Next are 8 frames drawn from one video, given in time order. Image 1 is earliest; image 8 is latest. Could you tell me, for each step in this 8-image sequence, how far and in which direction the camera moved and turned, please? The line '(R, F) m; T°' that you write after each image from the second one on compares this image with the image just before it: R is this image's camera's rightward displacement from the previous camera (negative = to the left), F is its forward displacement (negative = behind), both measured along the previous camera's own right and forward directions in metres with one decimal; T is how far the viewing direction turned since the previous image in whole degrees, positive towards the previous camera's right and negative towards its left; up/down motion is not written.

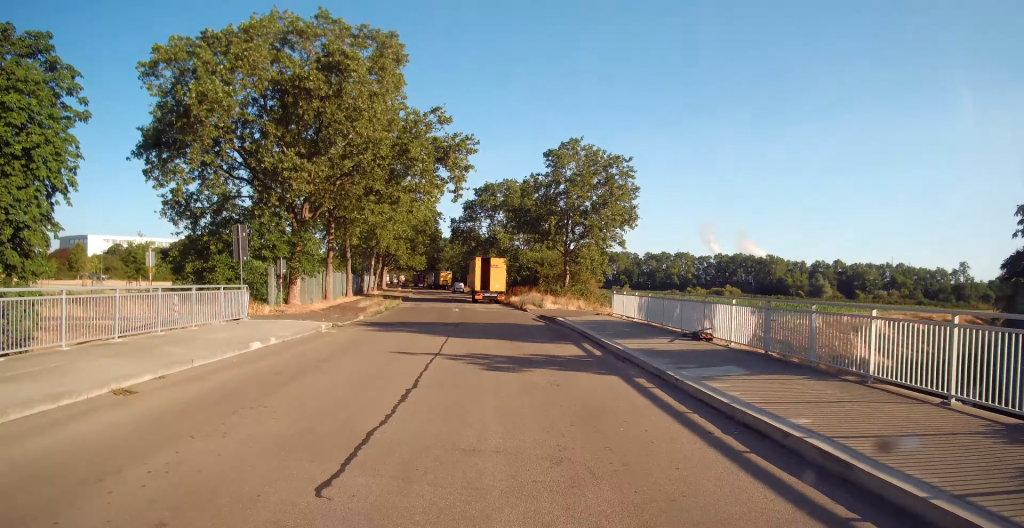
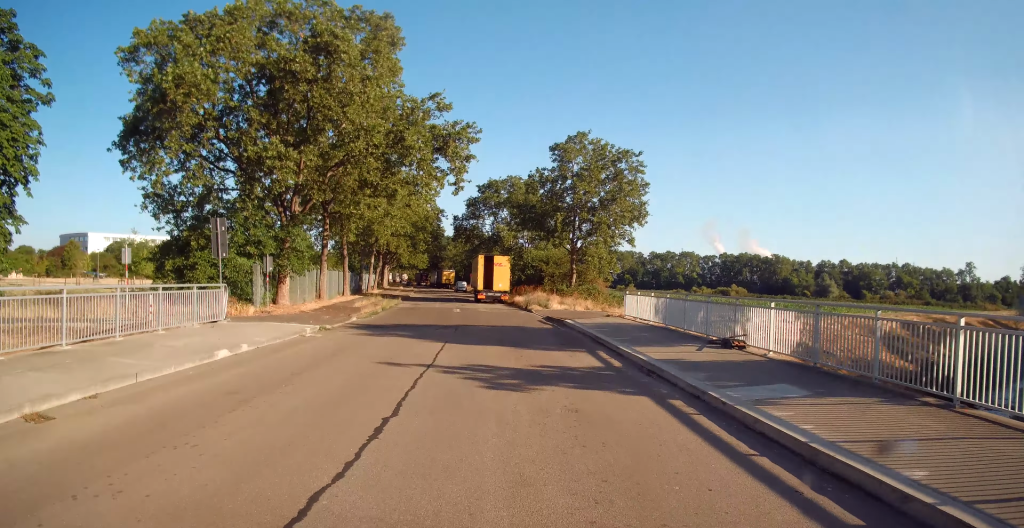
(-0.2, +2.3) m; -1°
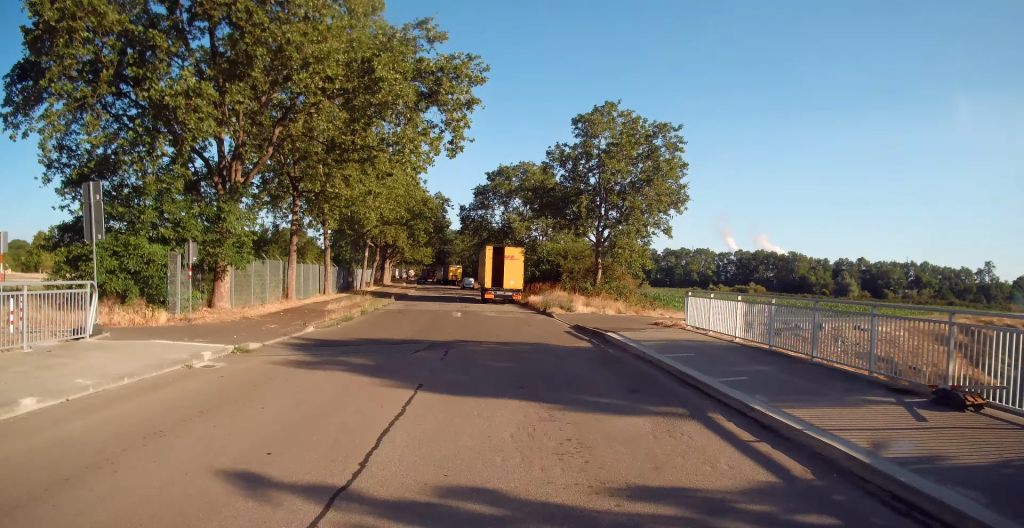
(-0.1, +8.5) m; +1°
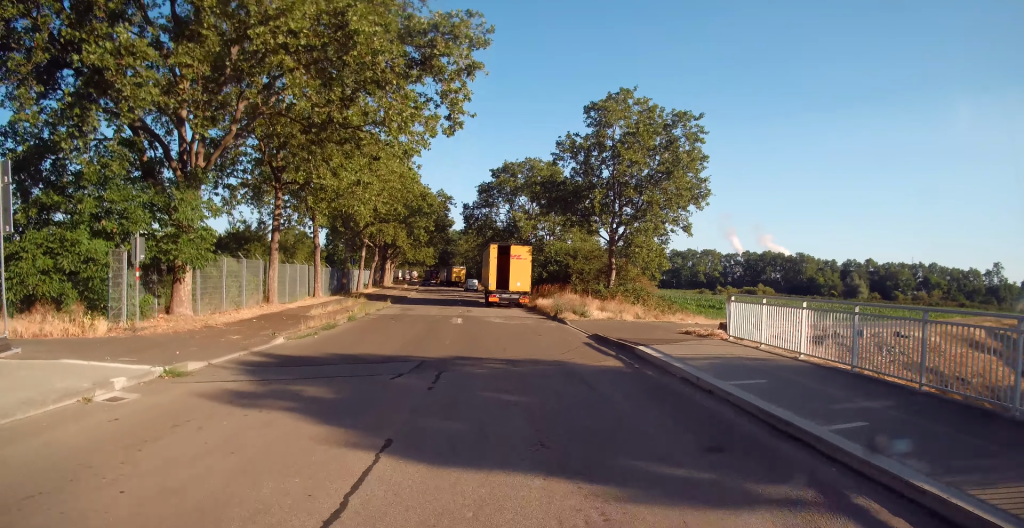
(0.0, +3.4) m; 0°
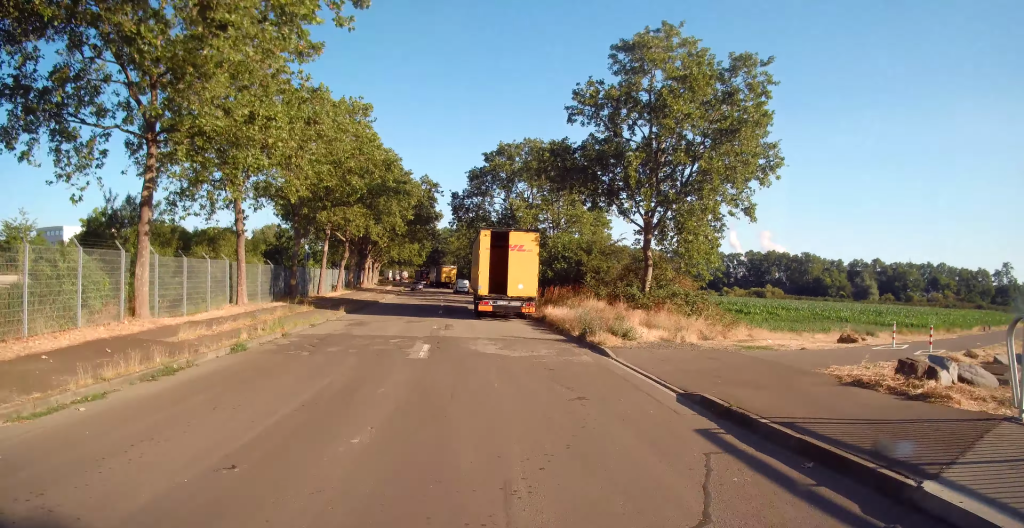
(0.0, +11.2) m; -1°
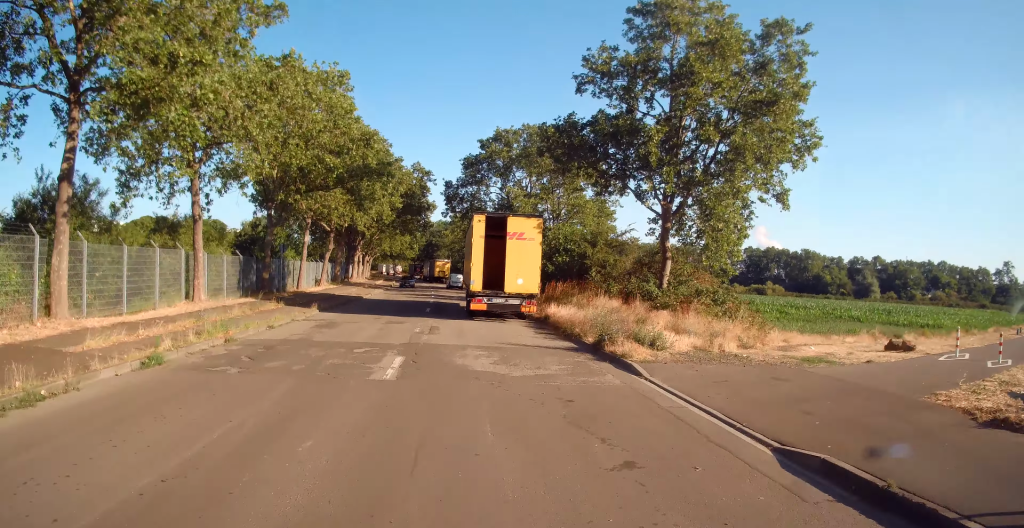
(0.0, +4.5) m; -2°
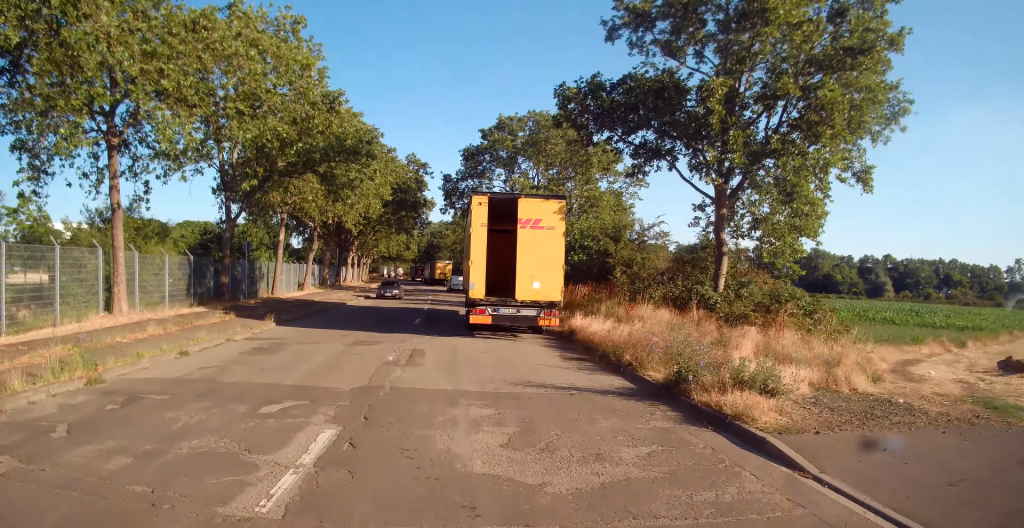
(-0.1, +7.4) m; +1°
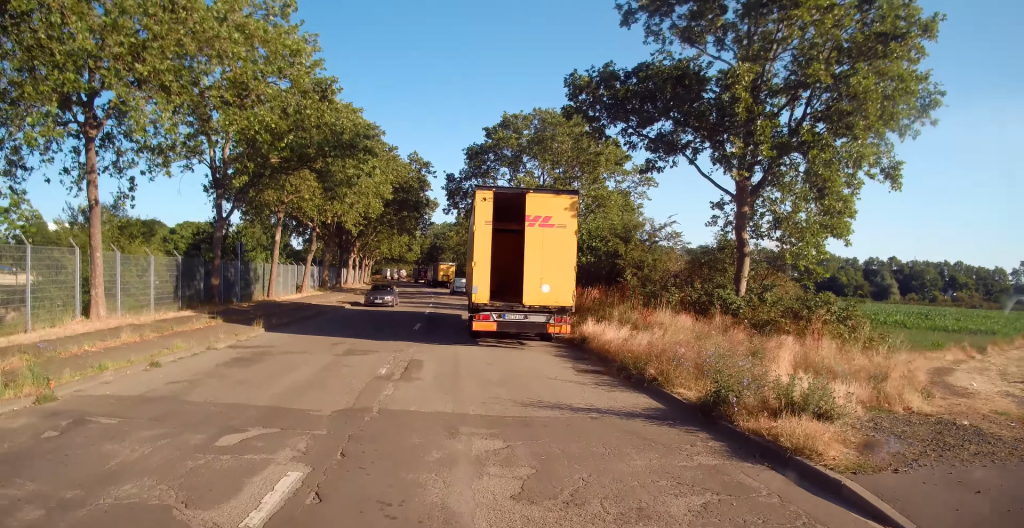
(+0.1, +2.1) m; +1°
